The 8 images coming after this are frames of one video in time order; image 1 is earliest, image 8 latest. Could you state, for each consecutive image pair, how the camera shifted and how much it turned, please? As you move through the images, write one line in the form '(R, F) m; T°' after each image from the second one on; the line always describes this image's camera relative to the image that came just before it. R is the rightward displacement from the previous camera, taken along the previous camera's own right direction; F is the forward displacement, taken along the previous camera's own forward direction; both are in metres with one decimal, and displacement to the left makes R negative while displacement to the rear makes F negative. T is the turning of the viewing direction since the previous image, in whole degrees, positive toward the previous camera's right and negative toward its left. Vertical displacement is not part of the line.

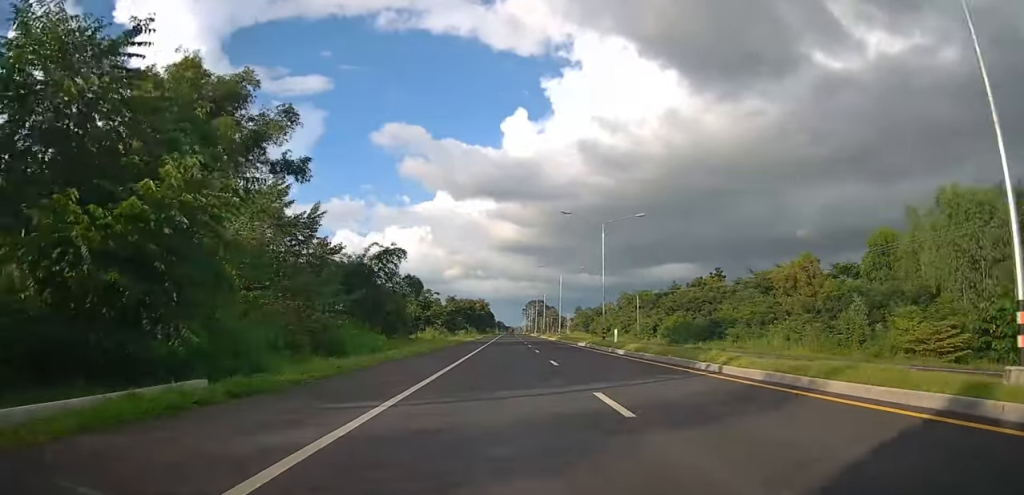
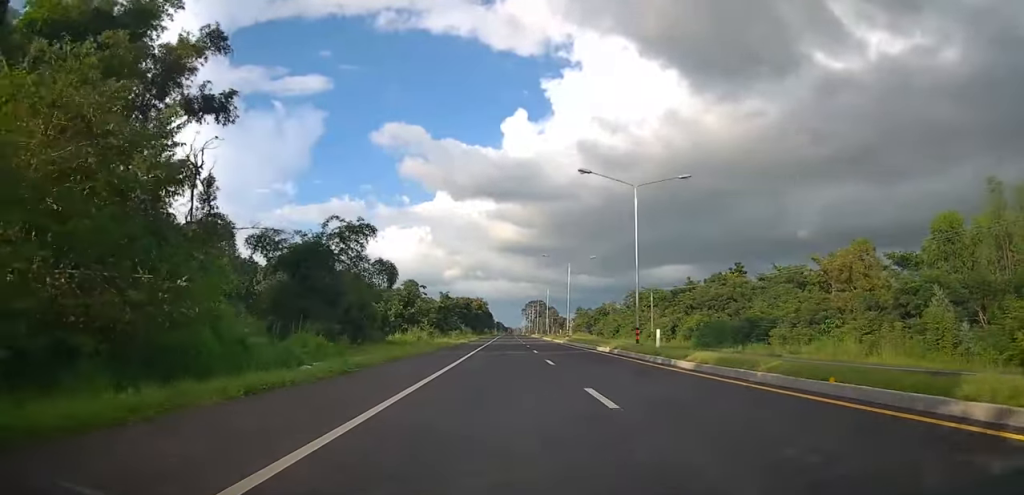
(0.0, +11.1) m; +1°
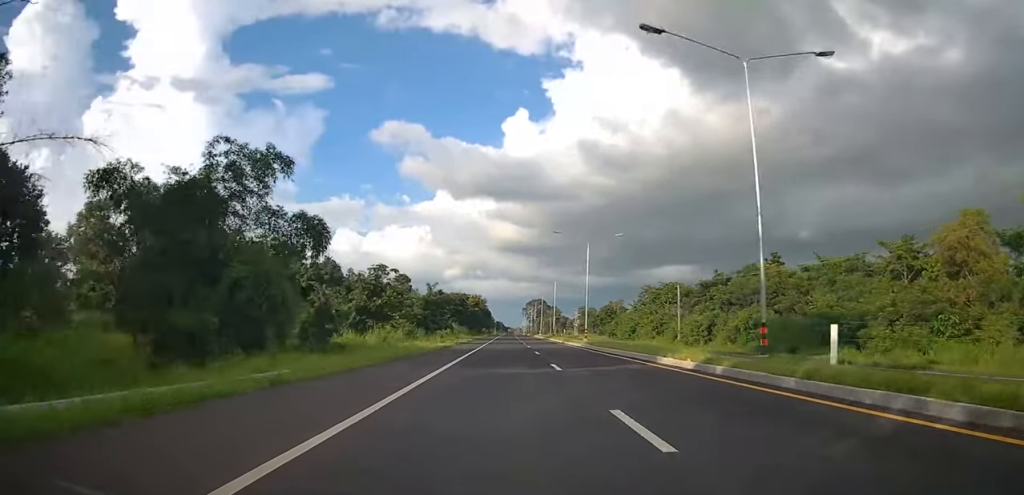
(+0.1, +15.4) m; +1°
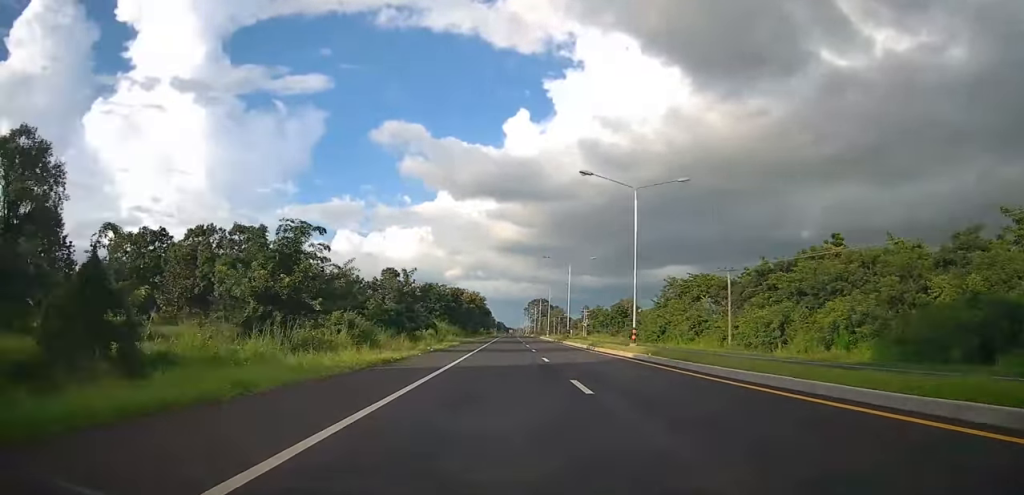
(+0.5, +18.8) m; 0°
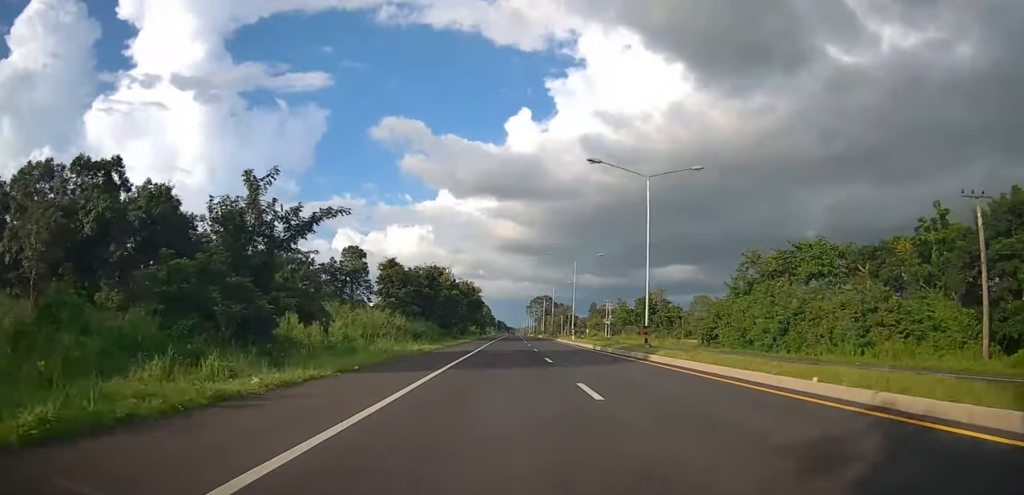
(-0.4, +37.6) m; 0°
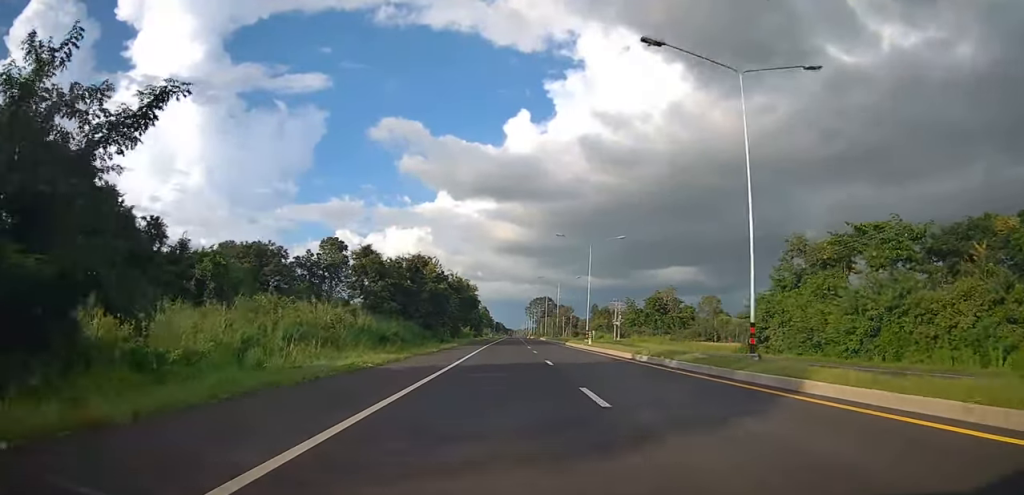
(+0.3, +12.8) m; 0°
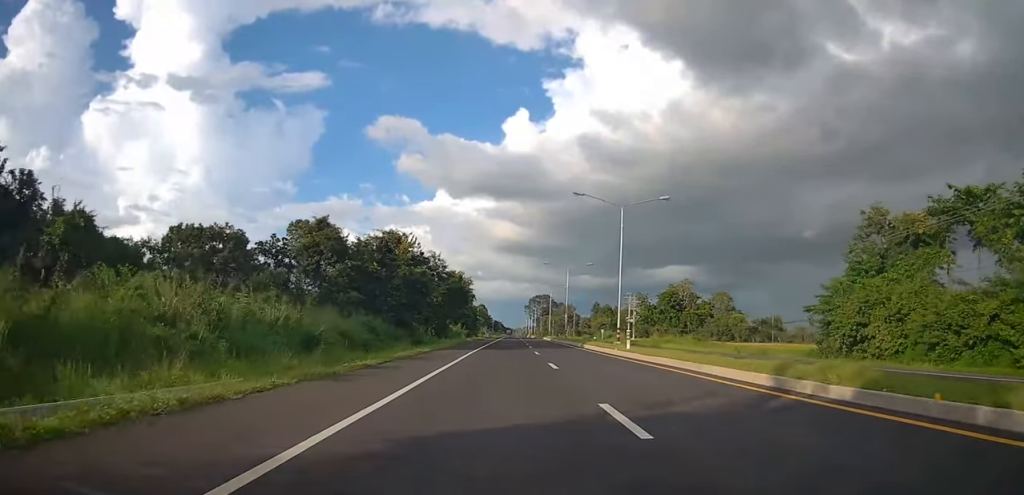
(-0.3, +14.9) m; -1°
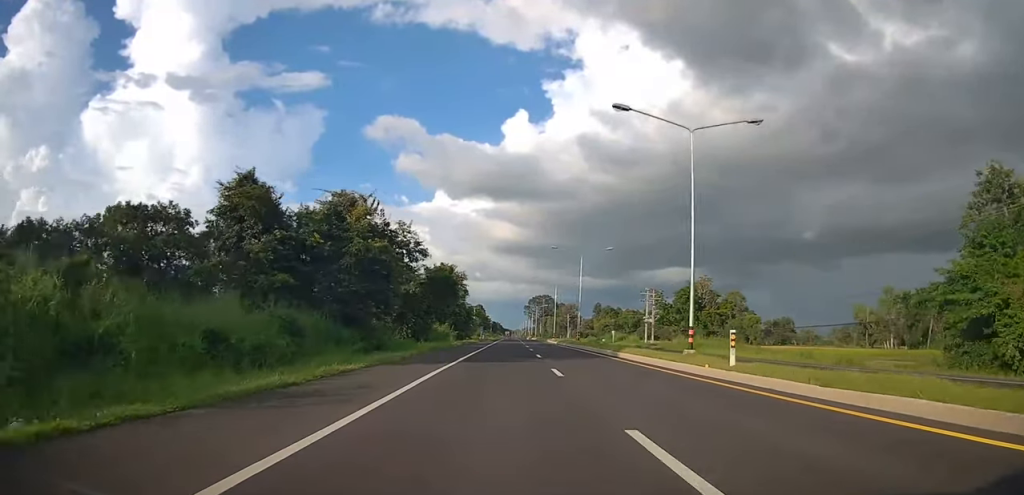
(-0.2, +14.5) m; -1°
